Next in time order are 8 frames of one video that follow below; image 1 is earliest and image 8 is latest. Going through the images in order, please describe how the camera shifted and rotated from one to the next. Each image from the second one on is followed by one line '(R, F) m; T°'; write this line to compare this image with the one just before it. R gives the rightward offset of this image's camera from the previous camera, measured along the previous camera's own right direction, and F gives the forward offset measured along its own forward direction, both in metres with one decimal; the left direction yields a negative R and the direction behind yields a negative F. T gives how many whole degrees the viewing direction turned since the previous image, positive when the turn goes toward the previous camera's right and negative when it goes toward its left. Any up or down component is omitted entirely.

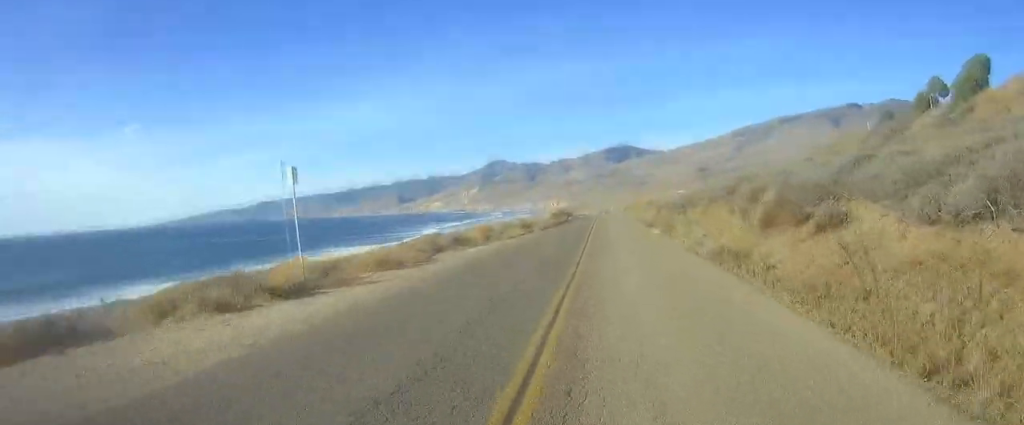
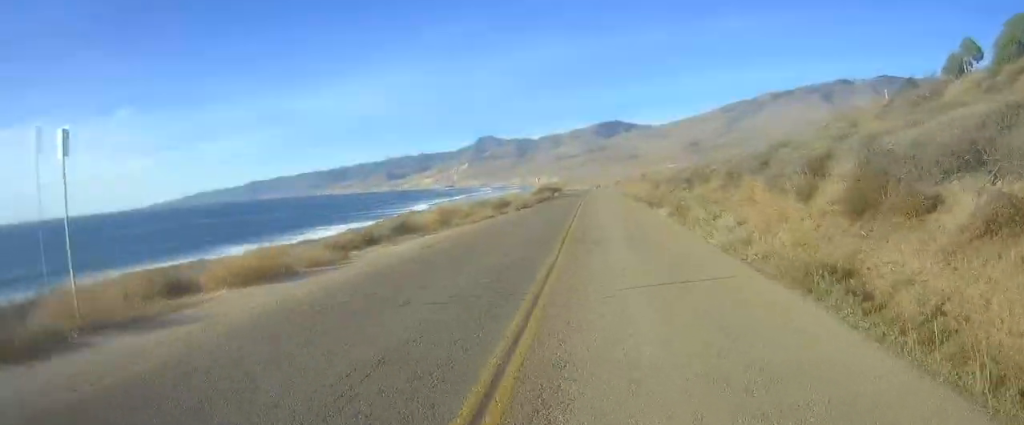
(+0.1, +8.4) m; -1°
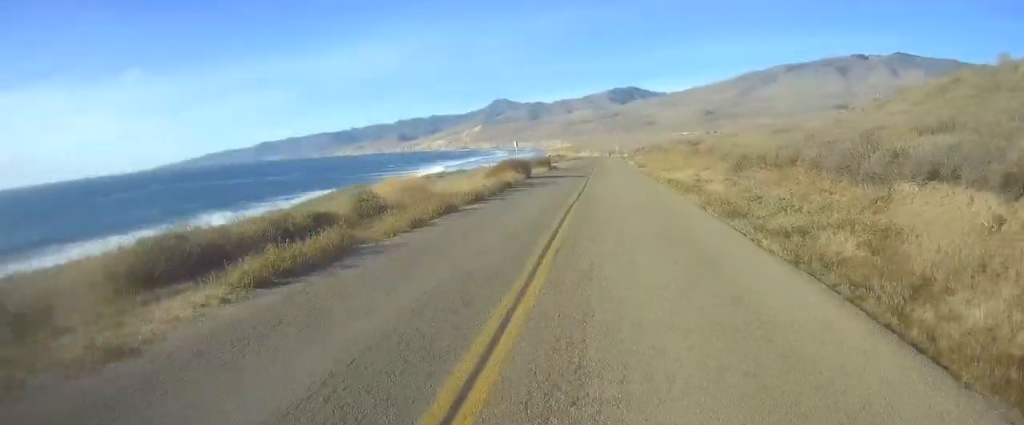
(-0.8, +34.1) m; -1°
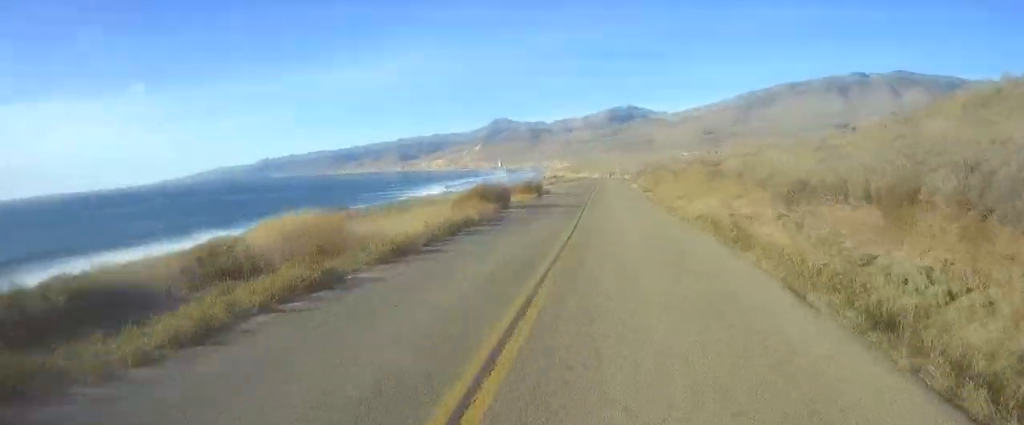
(0.0, +8.8) m; 0°
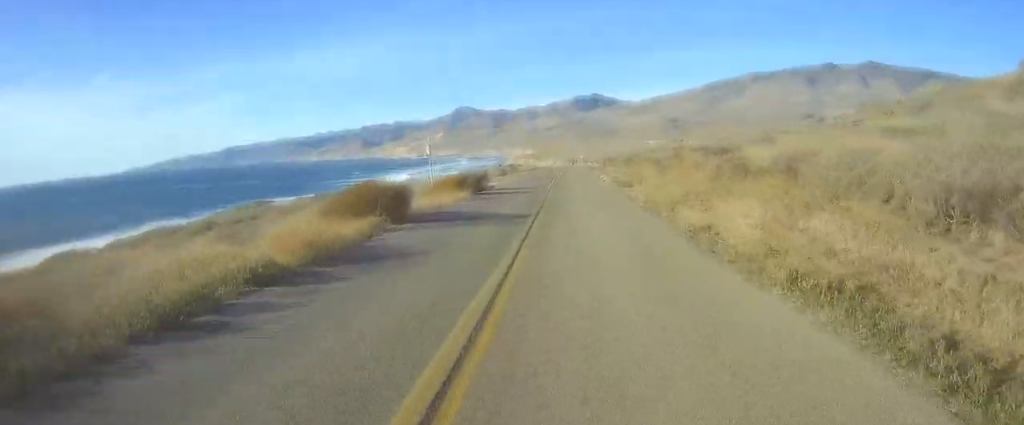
(0.0, +12.1) m; 0°
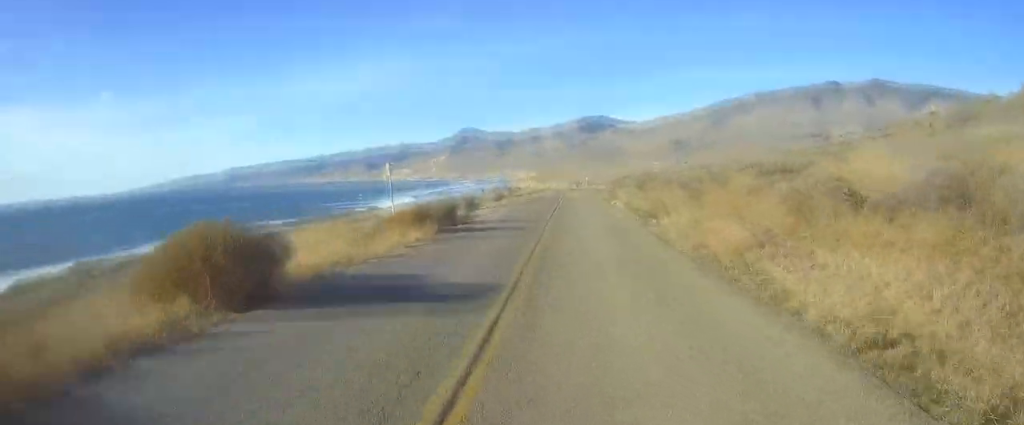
(0.0, +9.0) m; 0°
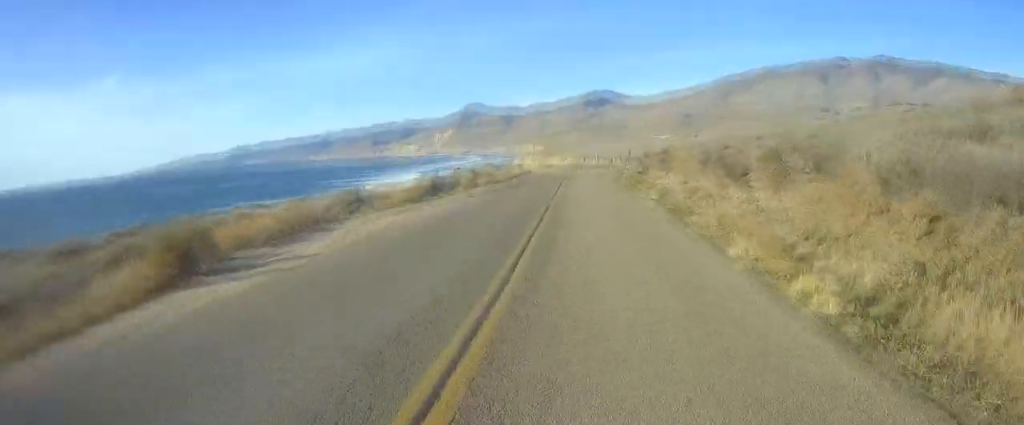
(0.0, +32.1) m; 0°
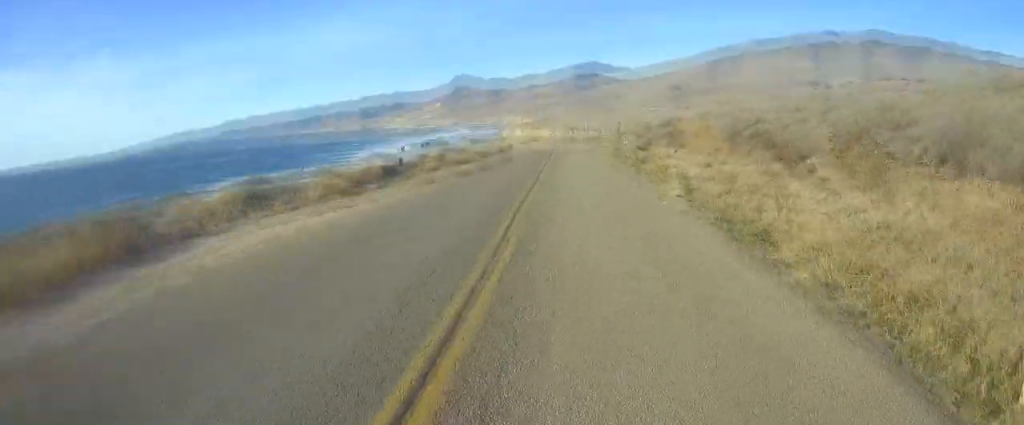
(0.0, +7.8) m; +1°
